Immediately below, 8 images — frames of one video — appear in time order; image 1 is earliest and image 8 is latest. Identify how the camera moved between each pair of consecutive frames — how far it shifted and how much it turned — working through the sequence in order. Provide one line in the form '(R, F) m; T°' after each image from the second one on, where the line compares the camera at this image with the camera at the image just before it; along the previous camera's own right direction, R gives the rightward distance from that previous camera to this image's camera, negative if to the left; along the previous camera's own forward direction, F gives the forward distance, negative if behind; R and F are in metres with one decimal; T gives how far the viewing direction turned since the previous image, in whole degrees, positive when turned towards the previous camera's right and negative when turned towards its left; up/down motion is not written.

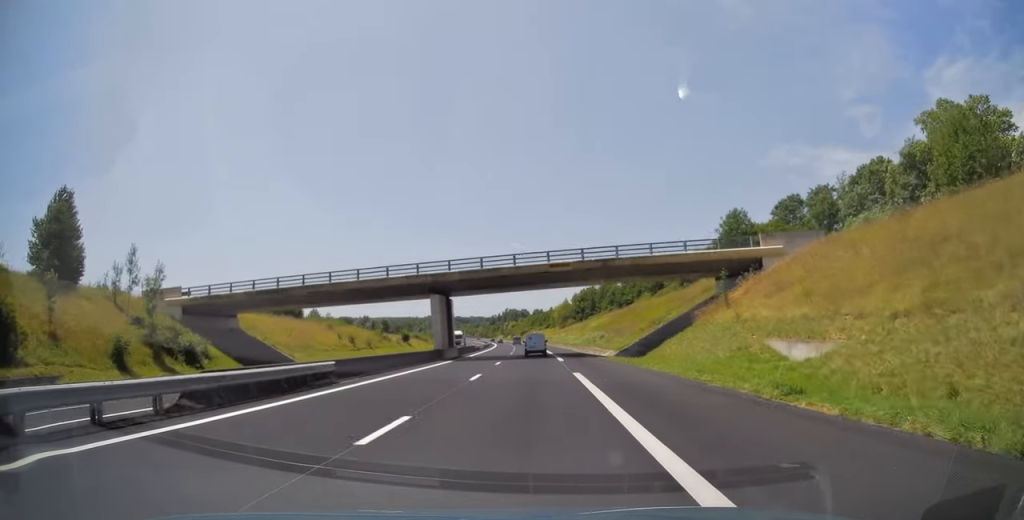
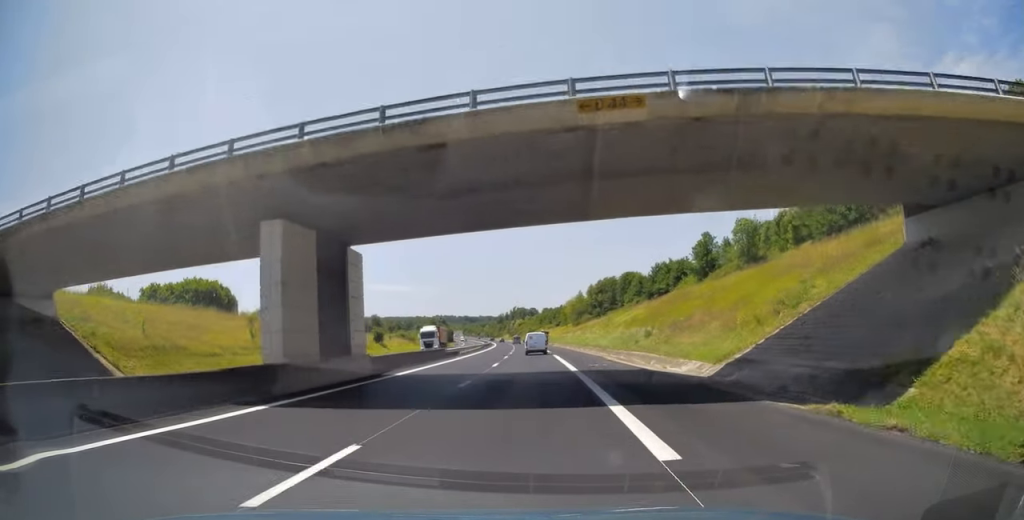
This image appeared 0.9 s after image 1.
(-0.3, +29.2) m; -1°
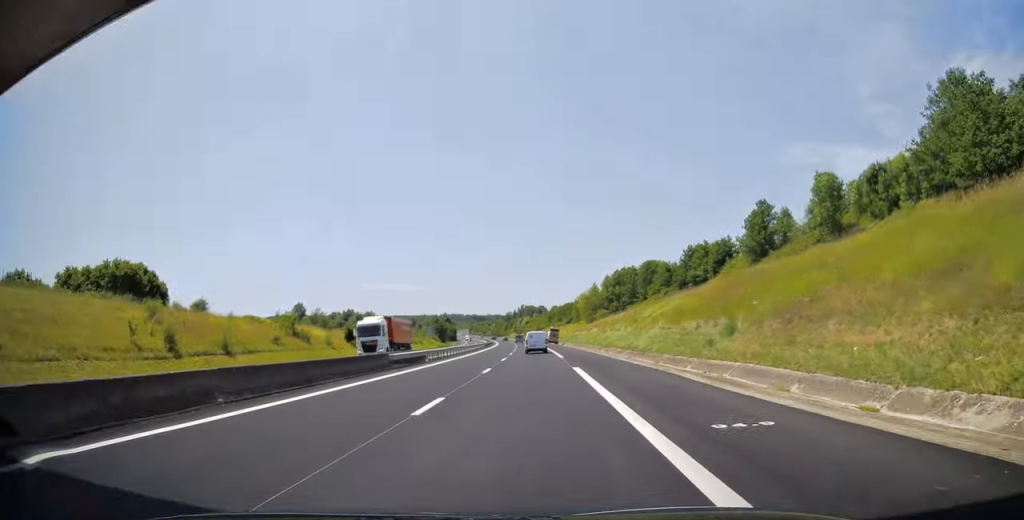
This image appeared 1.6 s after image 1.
(-0.1, +20.1) m; -1°
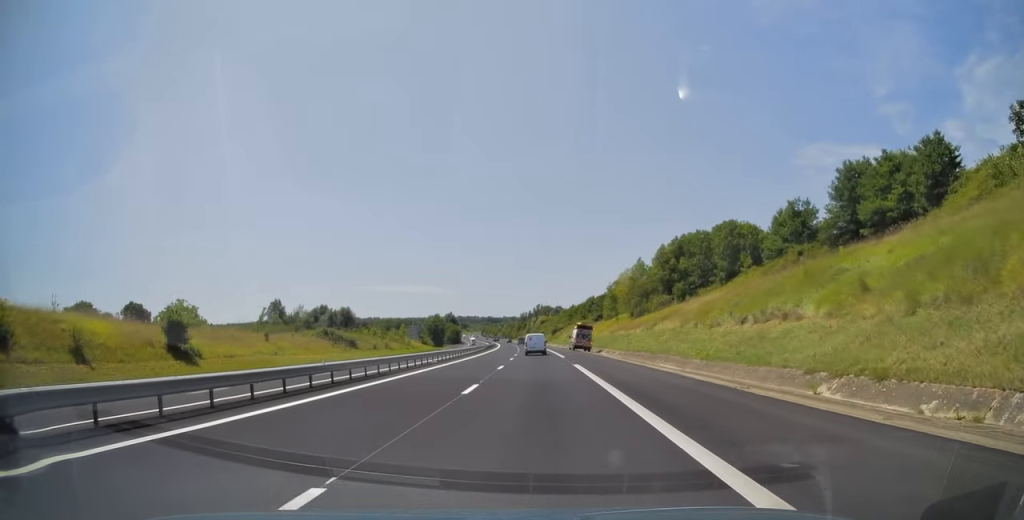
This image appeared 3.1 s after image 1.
(-0.9, +47.5) m; -2°
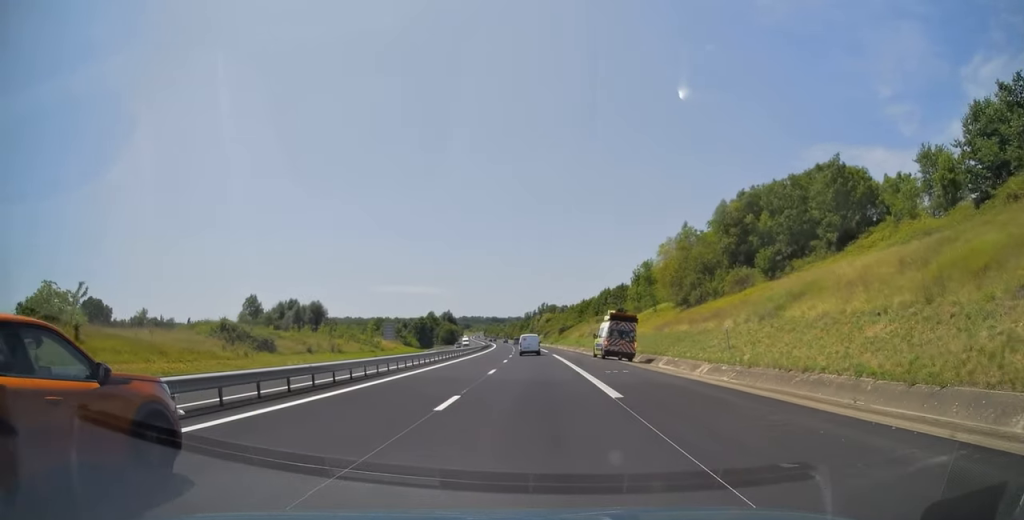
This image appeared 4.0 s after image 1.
(-0.1, +29.5) m; -1°
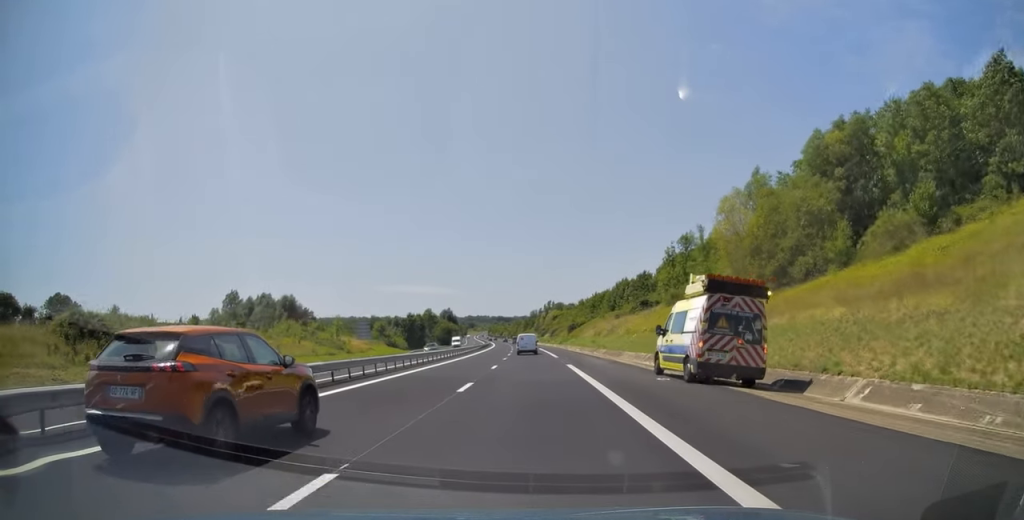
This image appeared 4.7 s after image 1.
(-0.1, +21.8) m; -1°
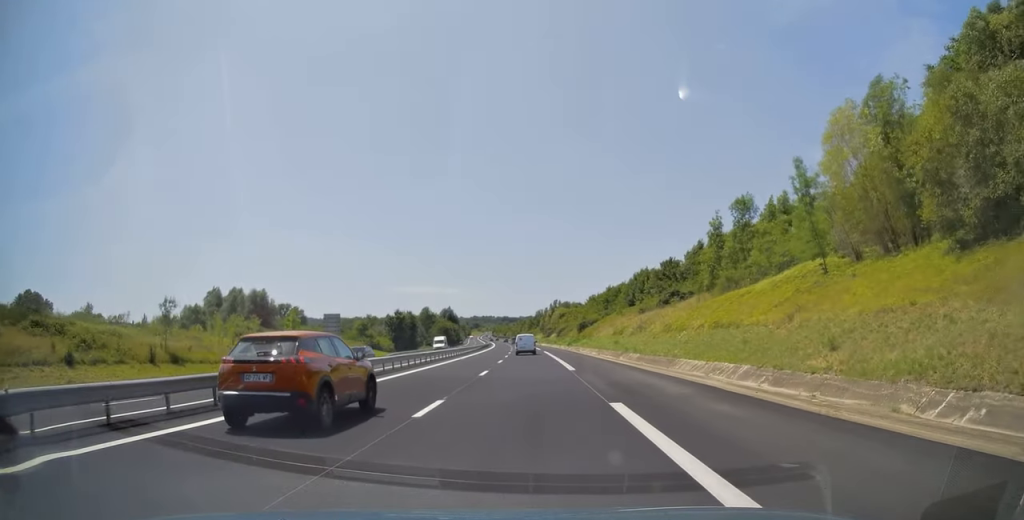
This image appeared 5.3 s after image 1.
(-0.3, +18.2) m; -1°
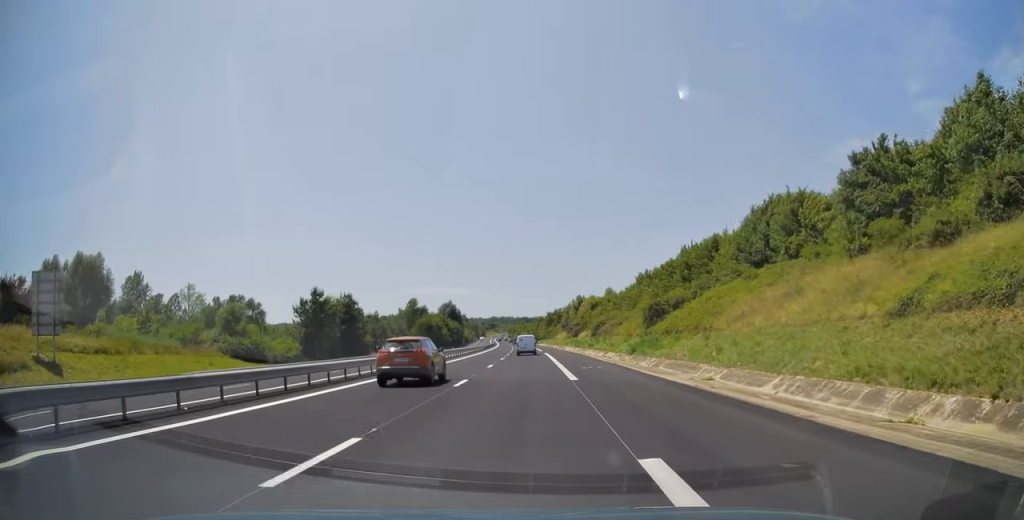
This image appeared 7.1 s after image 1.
(-0.8, +57.2) m; -2°
